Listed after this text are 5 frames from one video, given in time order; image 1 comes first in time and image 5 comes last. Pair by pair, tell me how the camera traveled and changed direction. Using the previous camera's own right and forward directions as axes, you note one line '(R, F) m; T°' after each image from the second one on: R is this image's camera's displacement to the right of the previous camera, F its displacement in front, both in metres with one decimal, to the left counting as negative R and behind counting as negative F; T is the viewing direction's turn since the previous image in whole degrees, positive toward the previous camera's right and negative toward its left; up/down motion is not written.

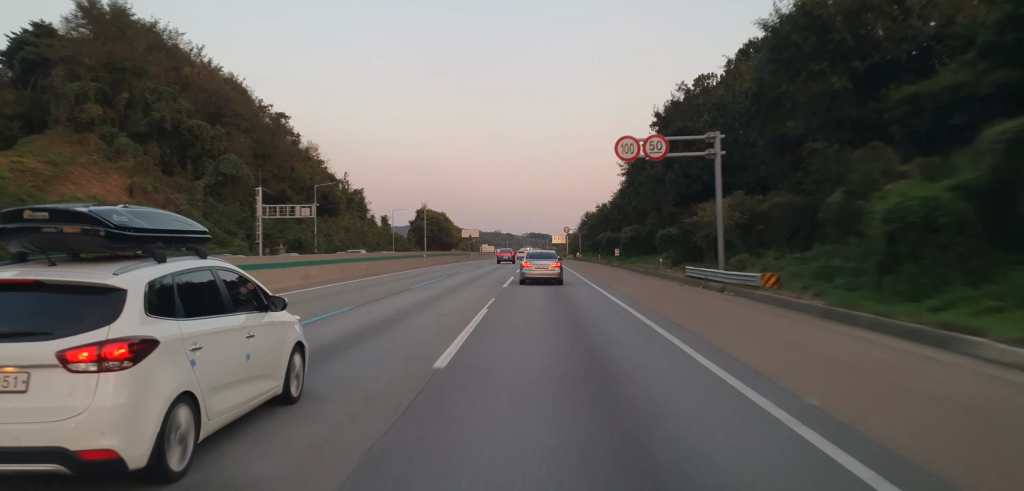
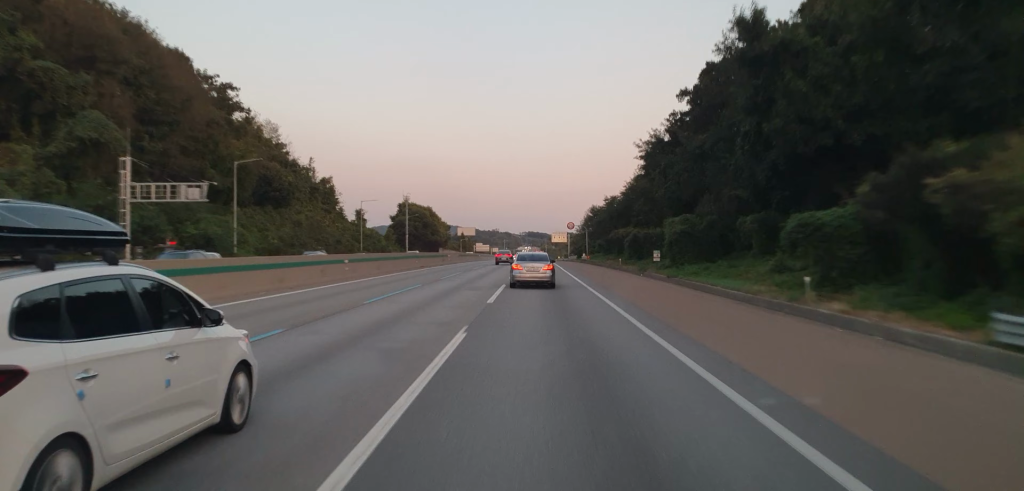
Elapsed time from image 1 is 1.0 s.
(-0.2, +26.9) m; -1°
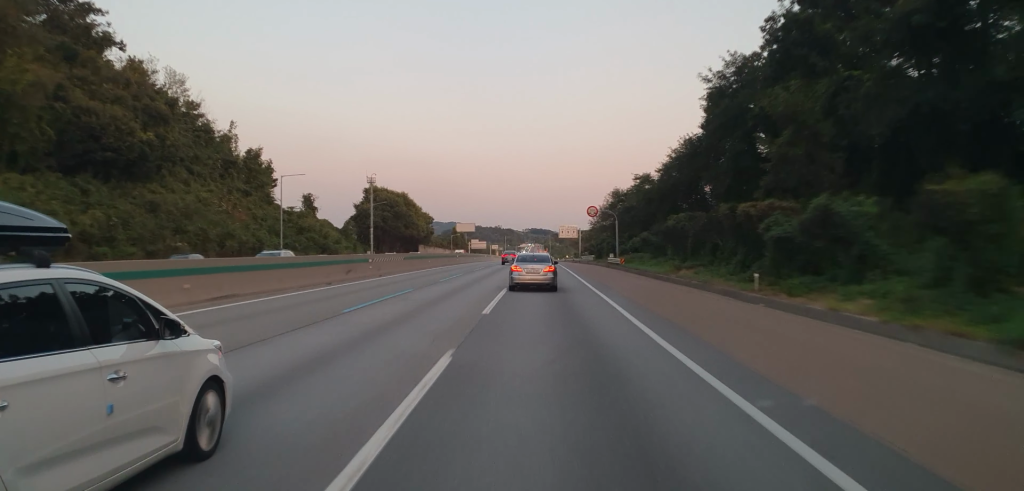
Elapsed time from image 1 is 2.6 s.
(-0.2, +43.0) m; 0°
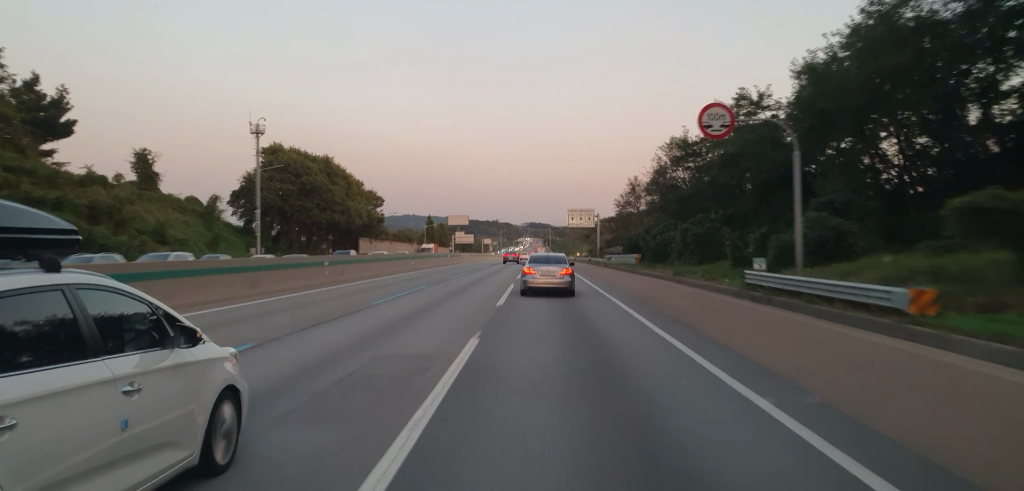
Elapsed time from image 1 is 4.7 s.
(+0.1, +57.3) m; 0°
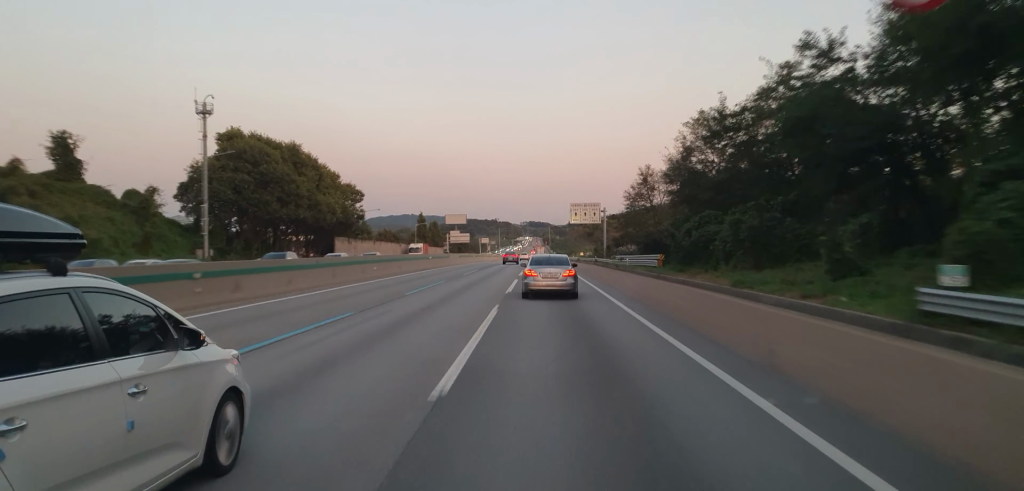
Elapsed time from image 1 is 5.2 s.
(+0.1, +13.5) m; 0°
